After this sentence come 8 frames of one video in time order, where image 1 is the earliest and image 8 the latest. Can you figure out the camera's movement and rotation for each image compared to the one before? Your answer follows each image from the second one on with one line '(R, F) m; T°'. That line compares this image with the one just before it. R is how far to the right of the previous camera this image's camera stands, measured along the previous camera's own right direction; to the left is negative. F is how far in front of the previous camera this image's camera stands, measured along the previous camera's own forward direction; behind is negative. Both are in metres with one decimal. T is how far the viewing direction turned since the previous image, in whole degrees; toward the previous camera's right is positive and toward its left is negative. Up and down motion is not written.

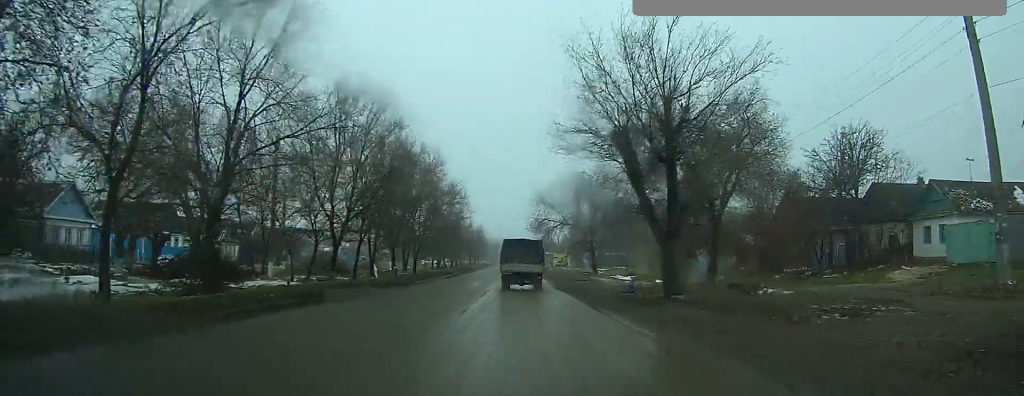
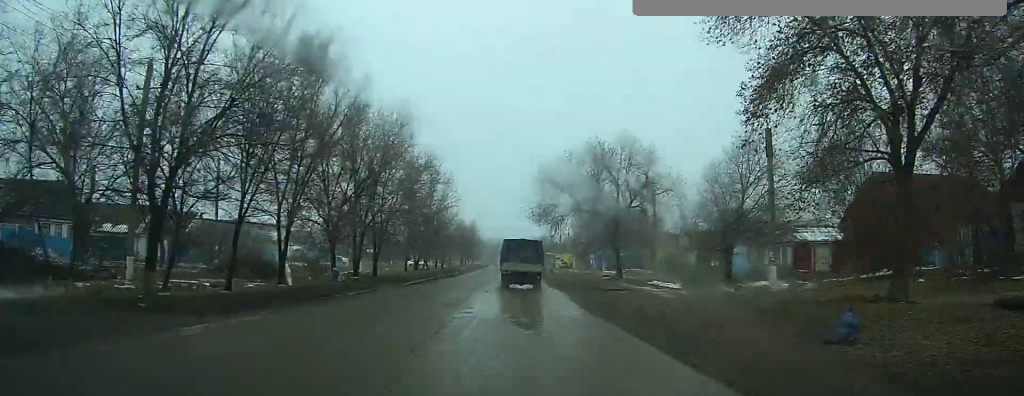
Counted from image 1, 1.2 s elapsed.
(0.0, +15.5) m; 0°
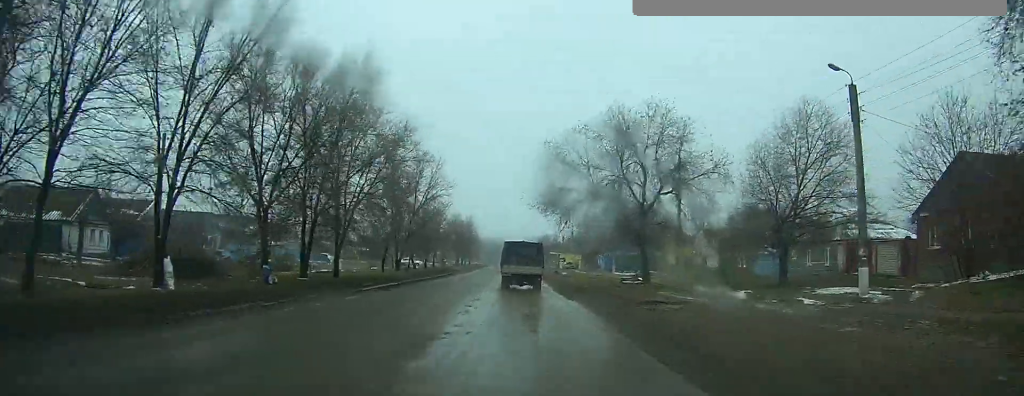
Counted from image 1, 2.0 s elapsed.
(0.0, +9.2) m; 0°
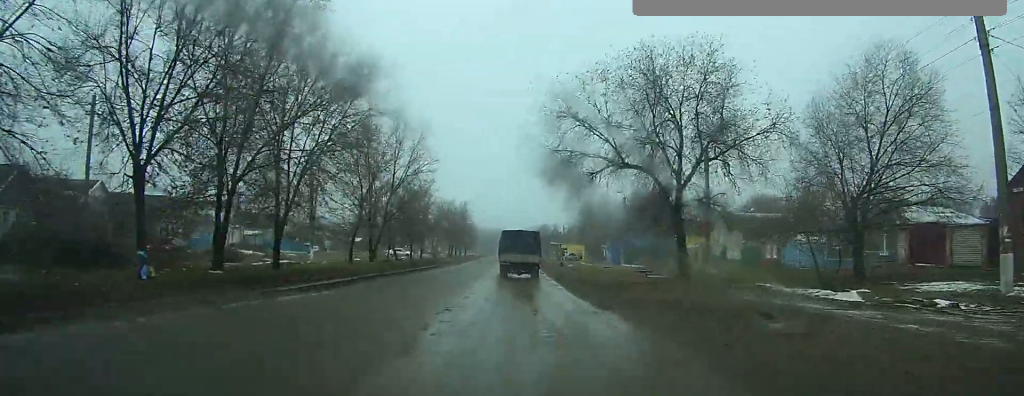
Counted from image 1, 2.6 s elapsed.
(0.0, +8.4) m; 0°
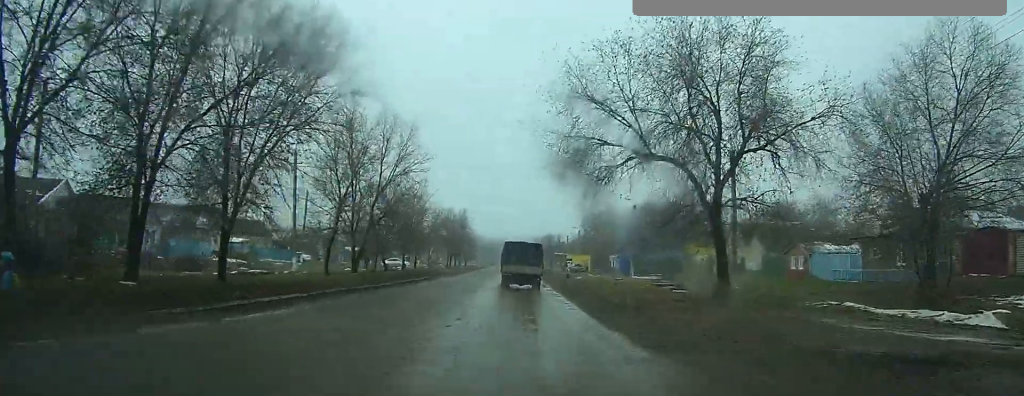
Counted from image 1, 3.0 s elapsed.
(0.0, +4.9) m; 0°
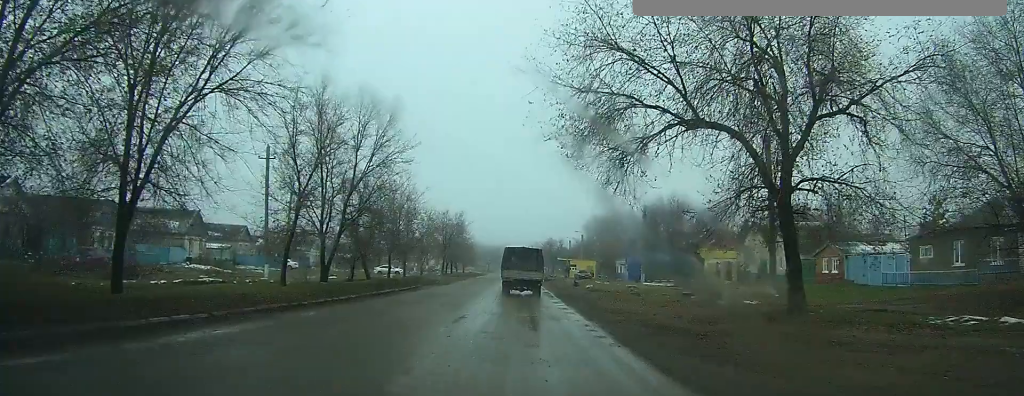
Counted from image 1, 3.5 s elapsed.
(0.0, +5.8) m; 0°
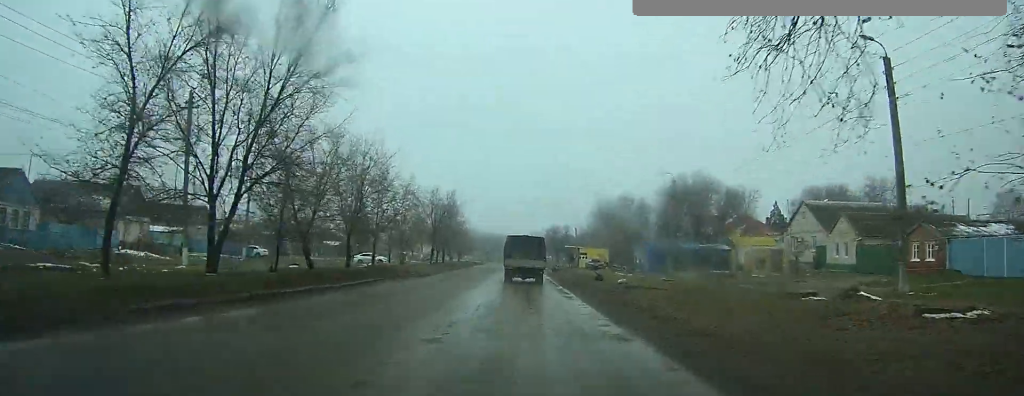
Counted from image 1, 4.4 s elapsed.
(0.0, +10.9) m; 0°
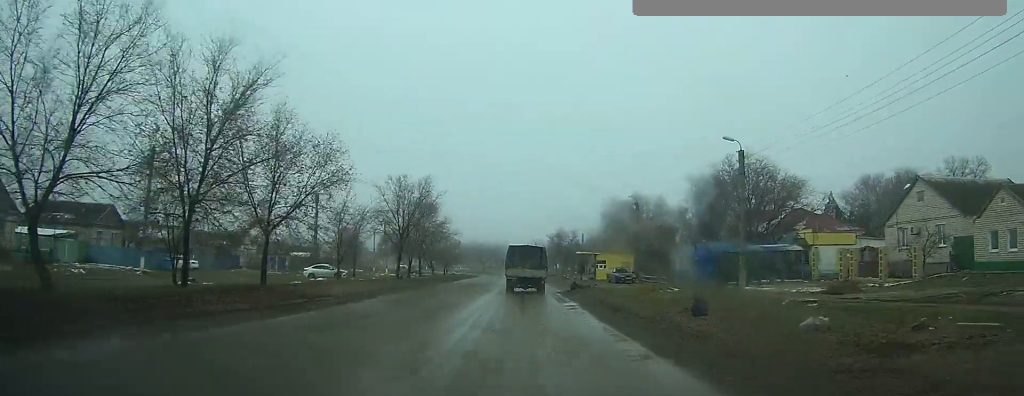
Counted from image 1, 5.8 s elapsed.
(-0.1, +14.4) m; -1°
